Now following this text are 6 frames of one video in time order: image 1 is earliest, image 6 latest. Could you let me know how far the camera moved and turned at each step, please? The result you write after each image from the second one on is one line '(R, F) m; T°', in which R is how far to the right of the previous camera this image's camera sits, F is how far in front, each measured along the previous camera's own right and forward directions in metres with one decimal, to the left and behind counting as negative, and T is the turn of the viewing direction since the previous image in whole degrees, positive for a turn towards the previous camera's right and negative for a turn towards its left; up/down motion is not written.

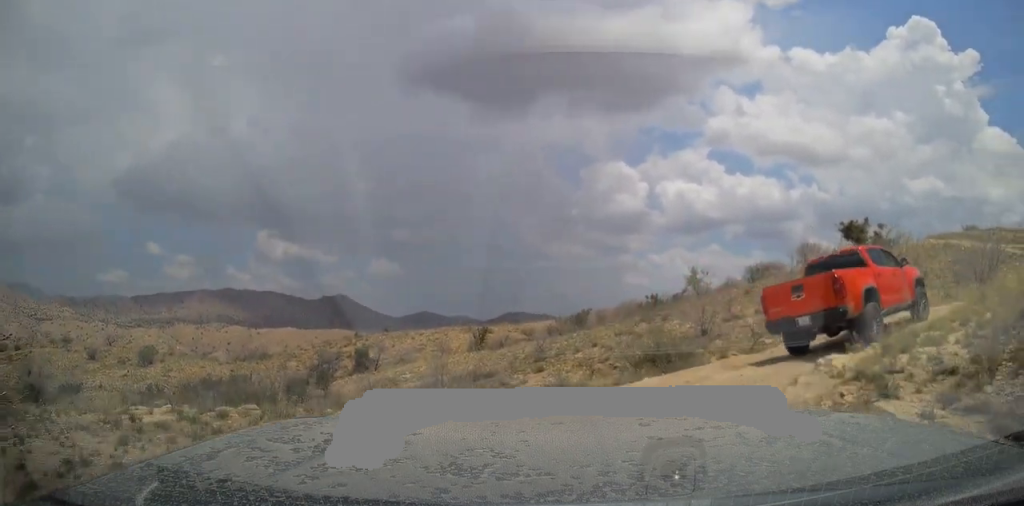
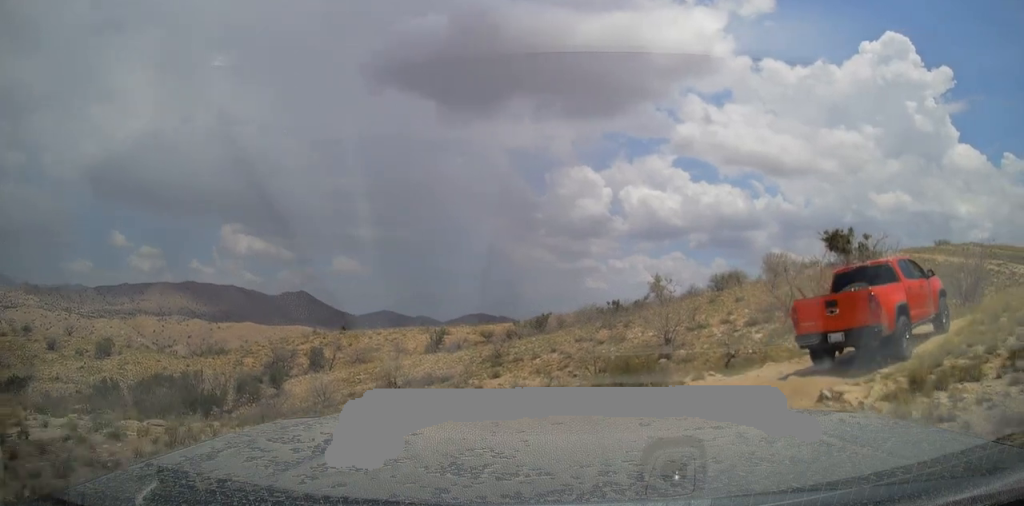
(+0.1, +1.8) m; +2°
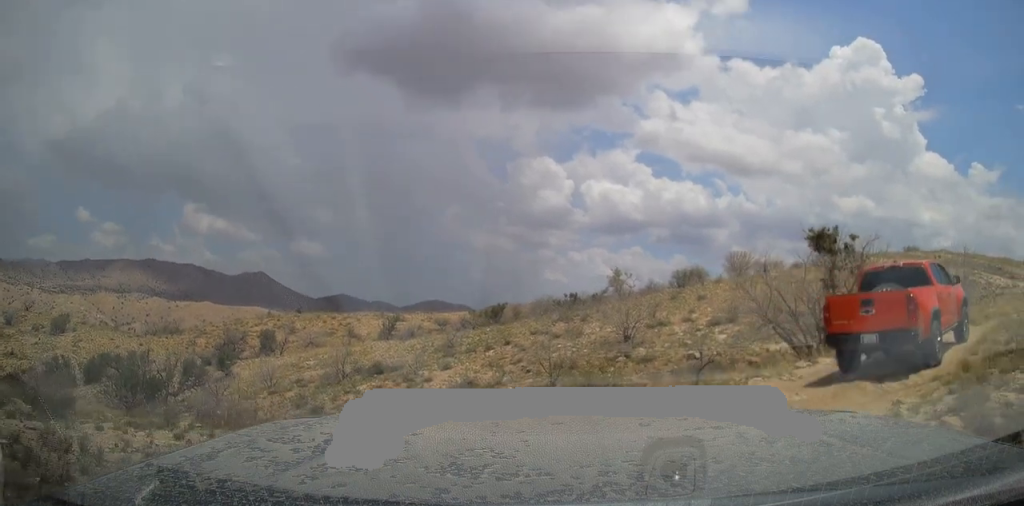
(0.0, +2.0) m; +1°
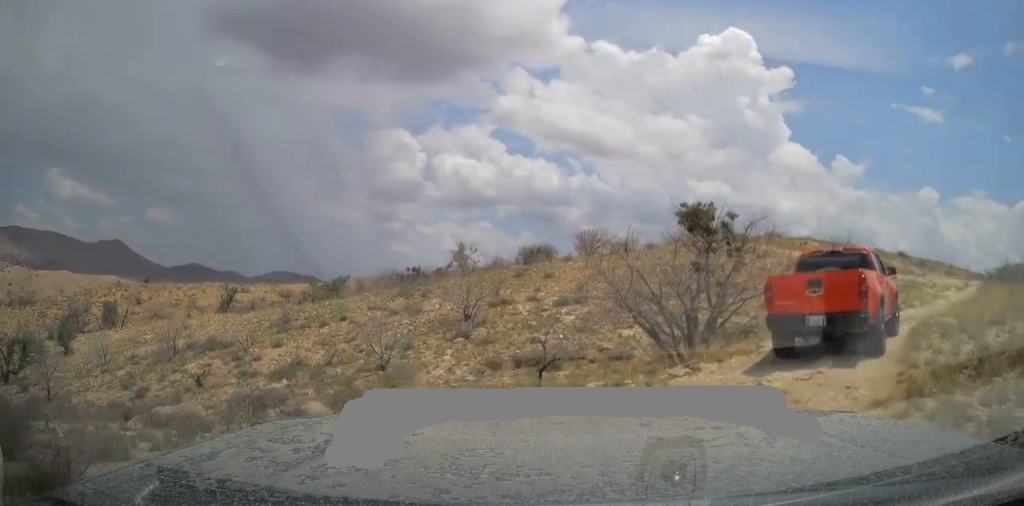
(+0.1, +2.9) m; +11°
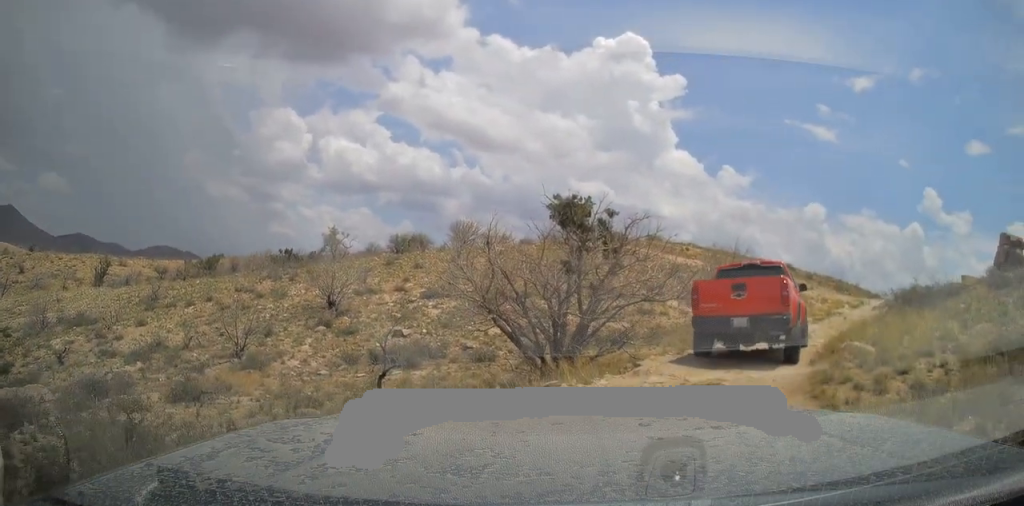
(+0.3, +2.1) m; +12°
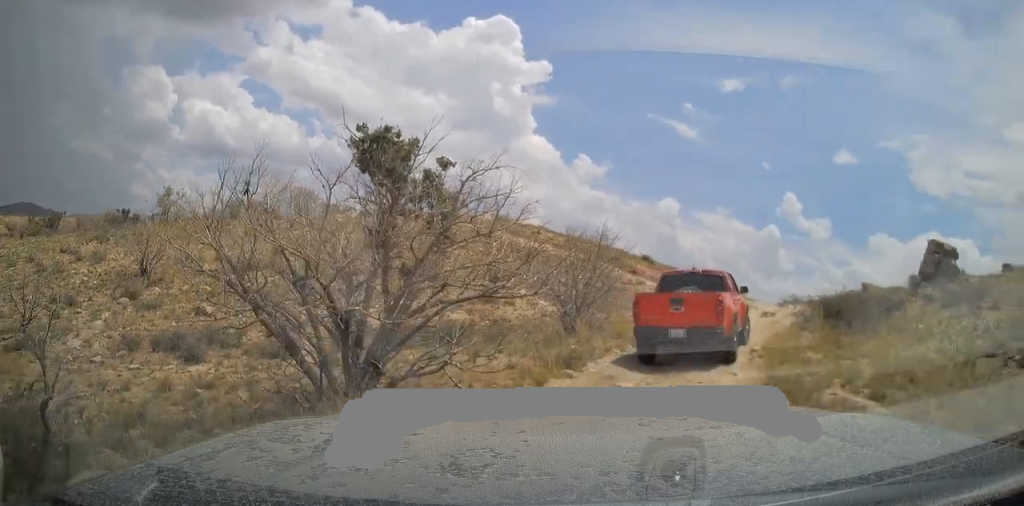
(+0.7, +4.6) m; +16°
